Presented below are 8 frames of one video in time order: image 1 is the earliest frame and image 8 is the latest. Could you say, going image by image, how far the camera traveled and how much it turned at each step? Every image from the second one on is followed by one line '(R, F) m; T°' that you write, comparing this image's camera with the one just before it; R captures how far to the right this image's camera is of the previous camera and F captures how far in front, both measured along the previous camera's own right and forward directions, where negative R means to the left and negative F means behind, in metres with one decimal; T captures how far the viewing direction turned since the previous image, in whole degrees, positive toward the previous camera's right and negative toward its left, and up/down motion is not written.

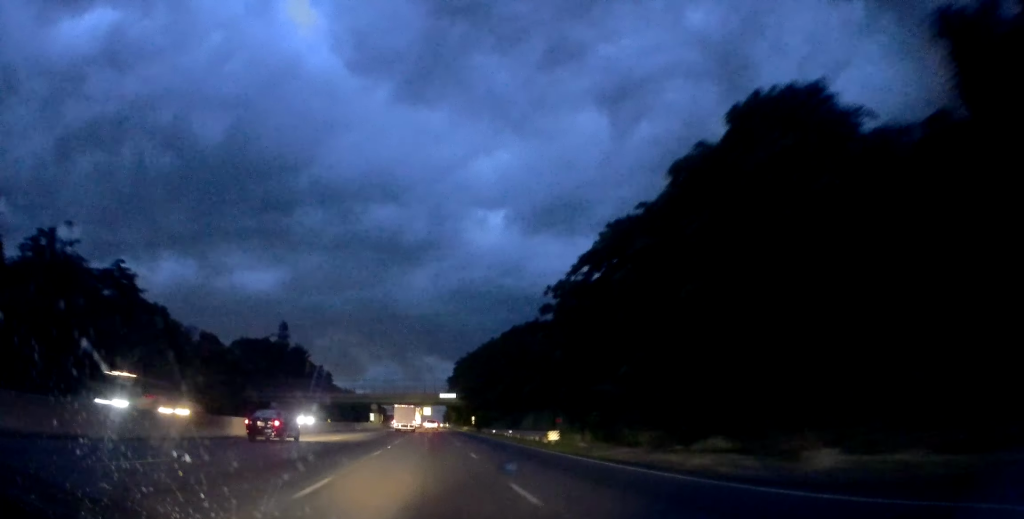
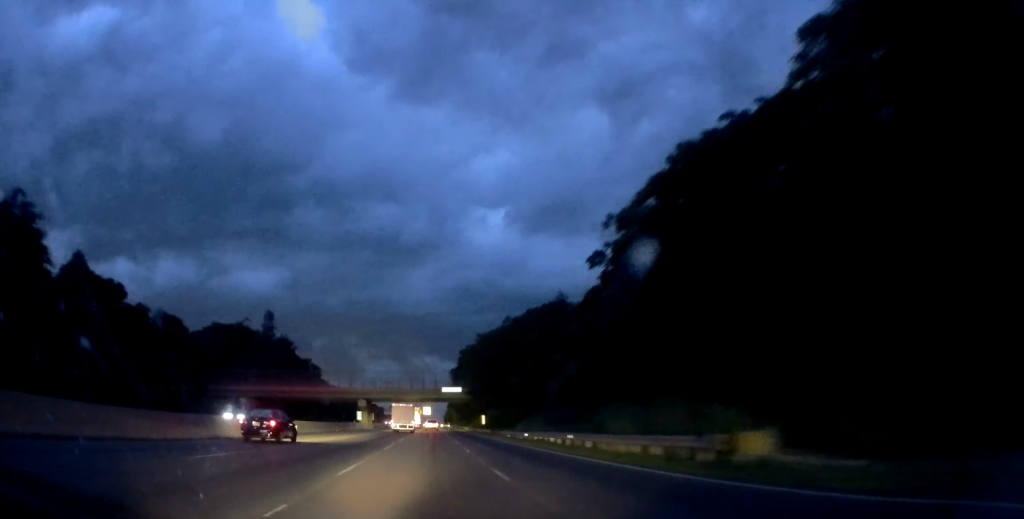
(+0.1, +20.2) m; +1°
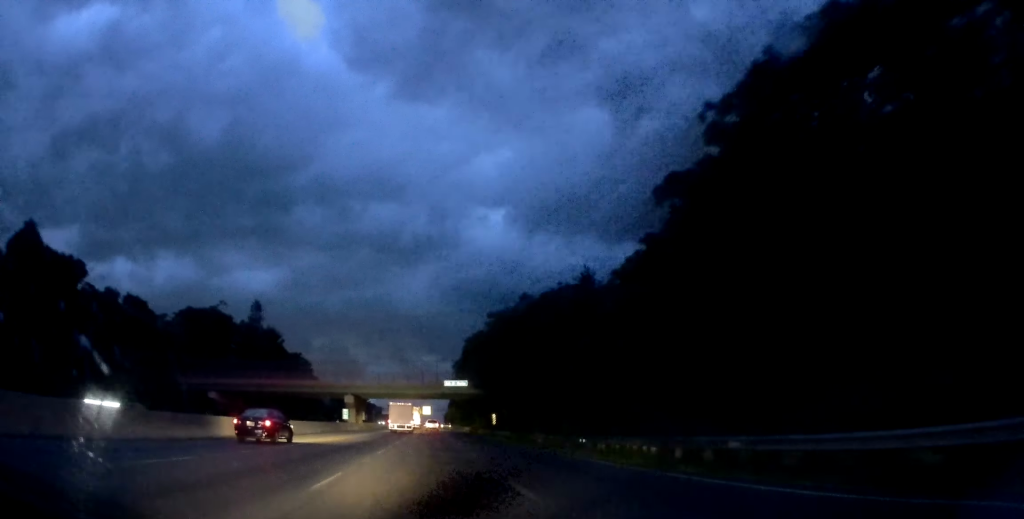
(0.0, +14.9) m; 0°
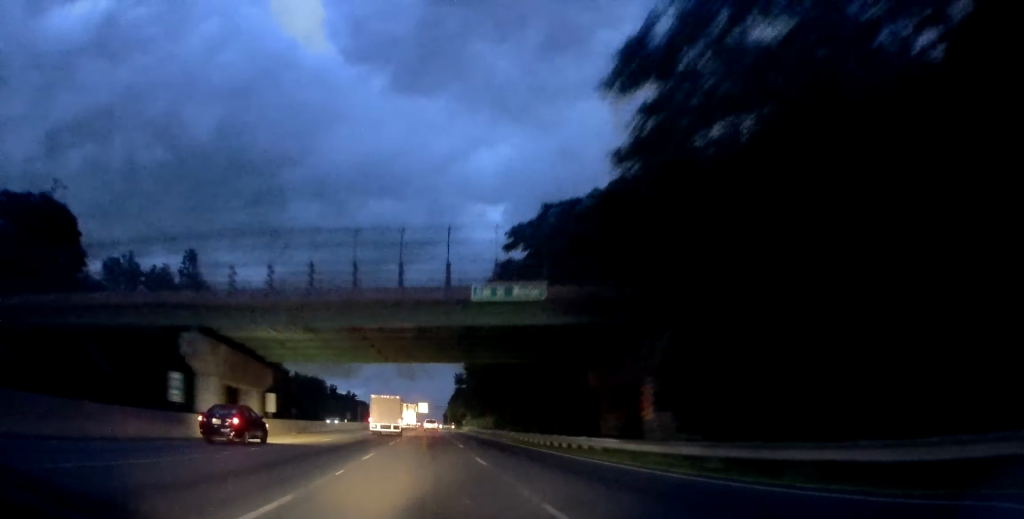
(-0.1, +51.9) m; 0°
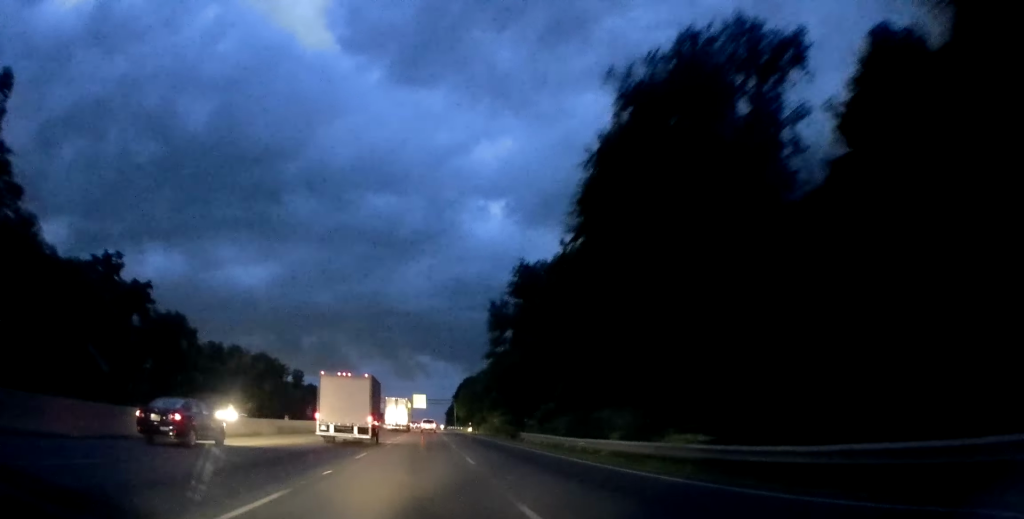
(-0.1, +72.1) m; 0°
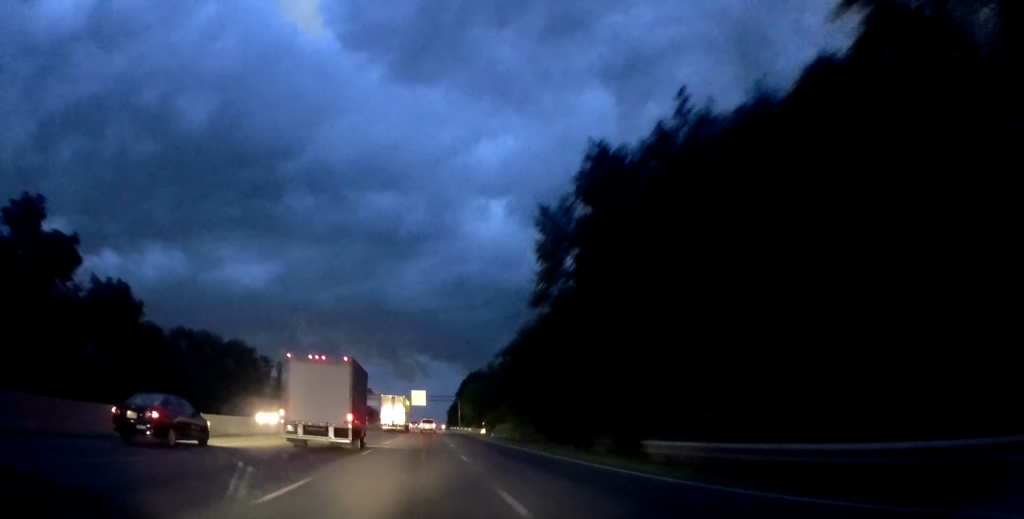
(+0.2, +22.2) m; 0°
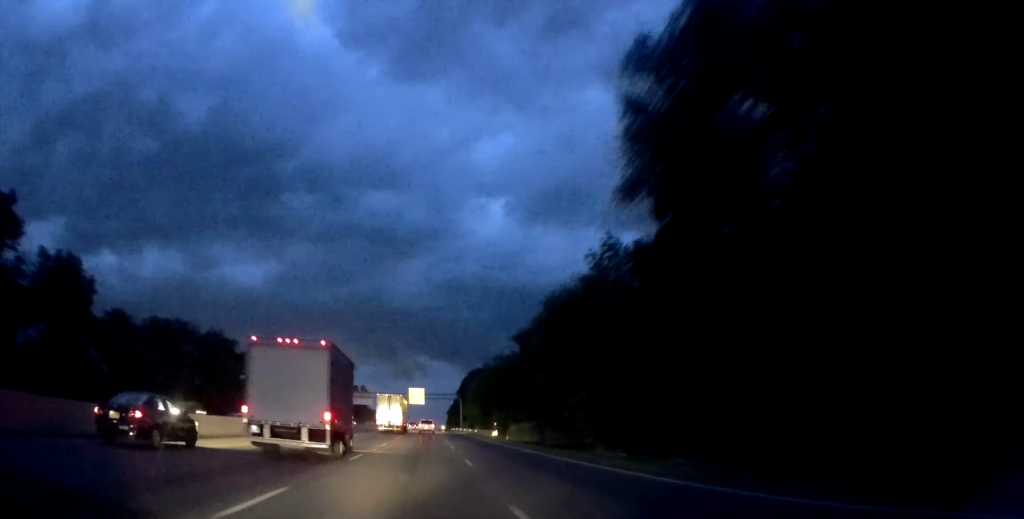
(+0.1, +13.8) m; 0°
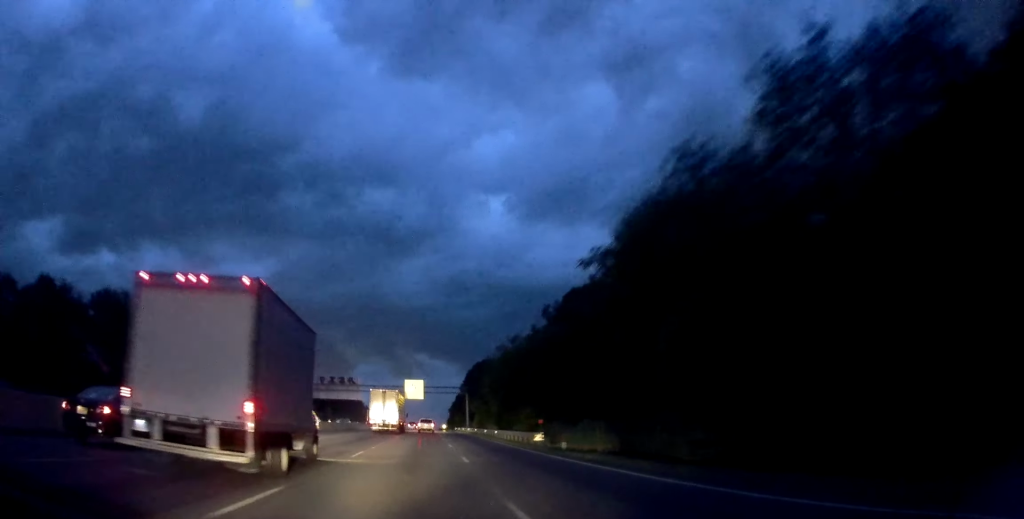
(0.0, +23.2) m; 0°
